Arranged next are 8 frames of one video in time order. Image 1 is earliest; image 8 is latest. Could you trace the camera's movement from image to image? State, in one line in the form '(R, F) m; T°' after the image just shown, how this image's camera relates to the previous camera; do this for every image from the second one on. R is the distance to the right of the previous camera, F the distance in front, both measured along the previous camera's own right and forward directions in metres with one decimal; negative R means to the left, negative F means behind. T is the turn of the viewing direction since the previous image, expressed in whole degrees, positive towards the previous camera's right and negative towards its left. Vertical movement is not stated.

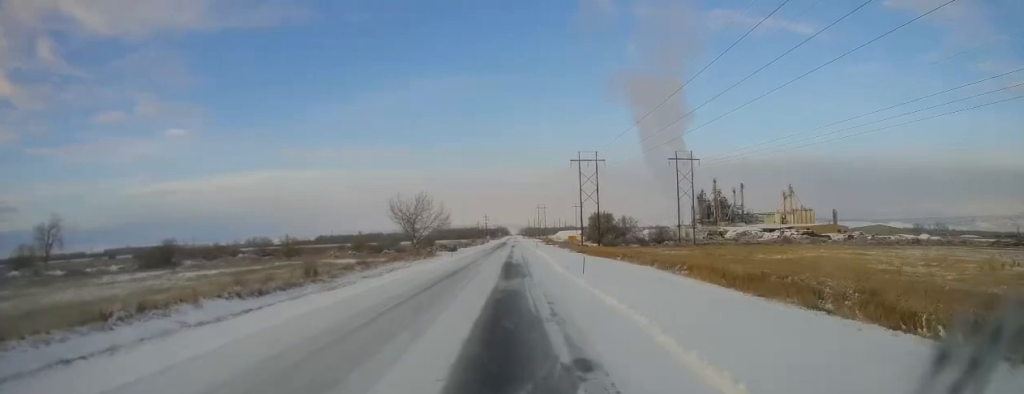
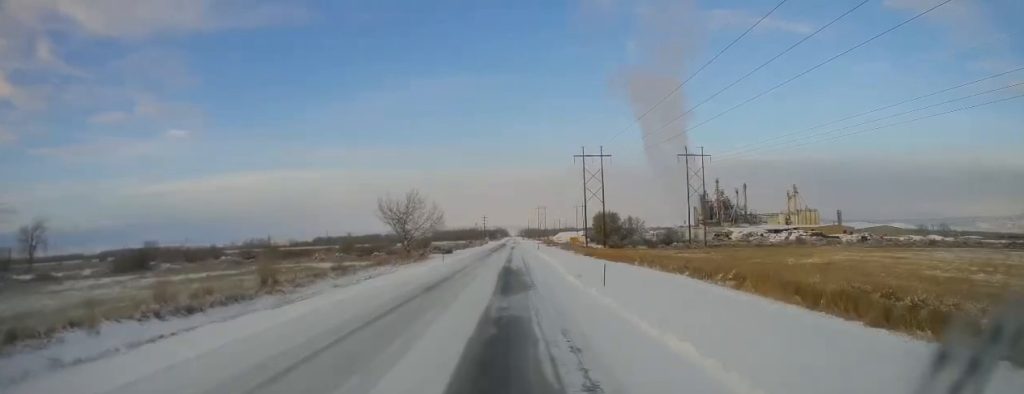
(-0.2, +9.3) m; 0°
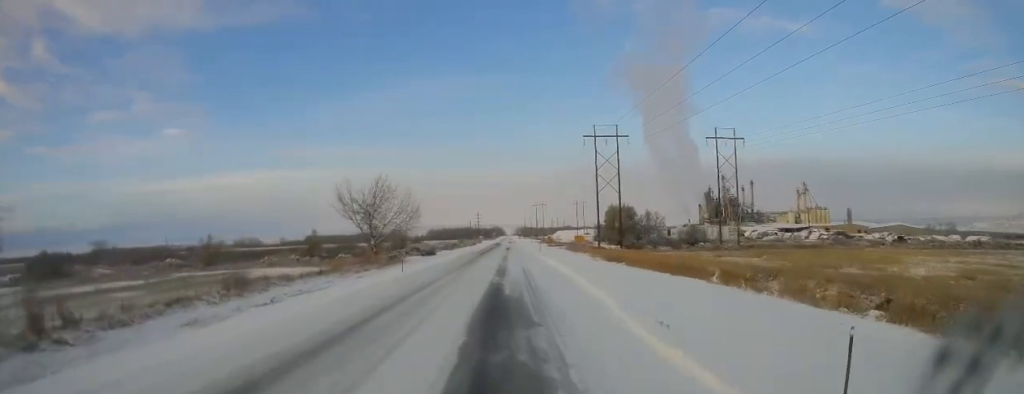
(+0.5, +22.9) m; +3°
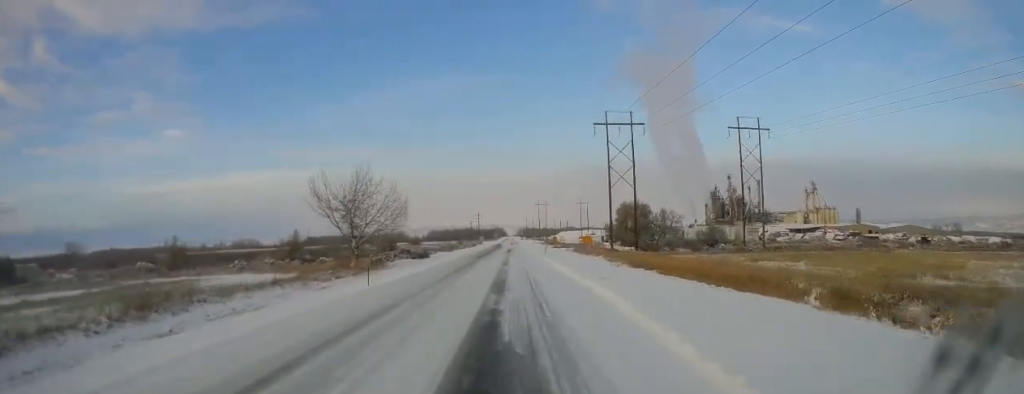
(+0.3, +11.2) m; 0°
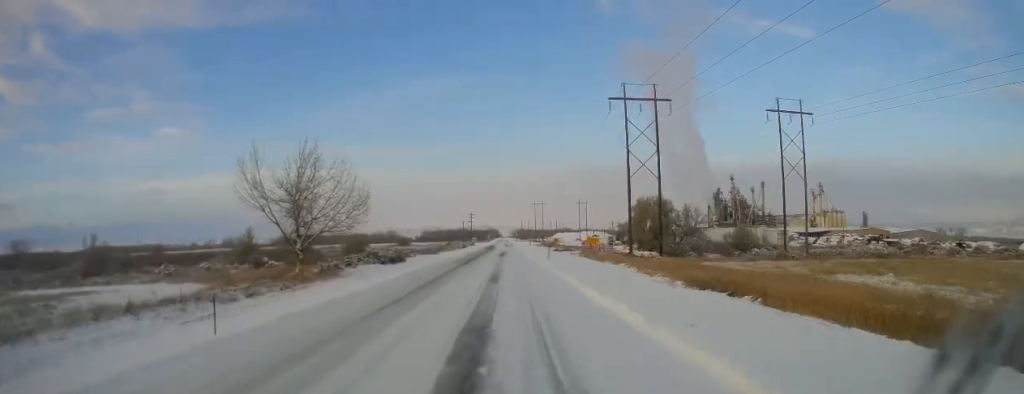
(-0.6, +17.9) m; -2°
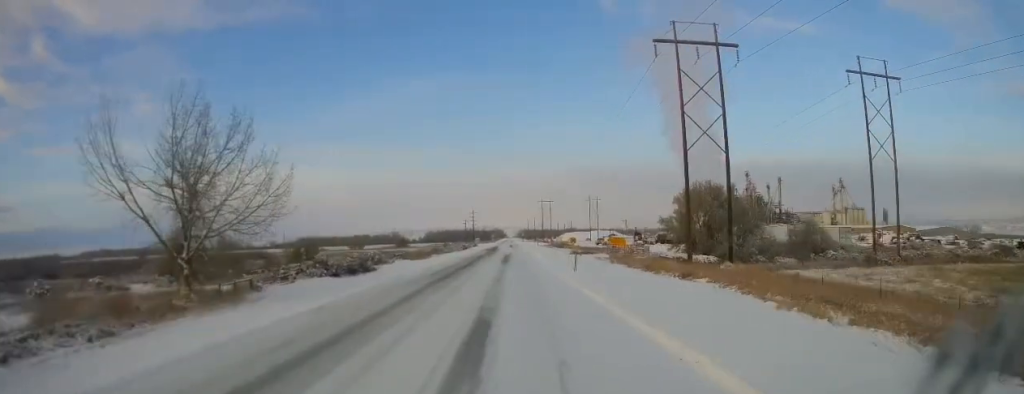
(0.0, +22.2) m; 0°
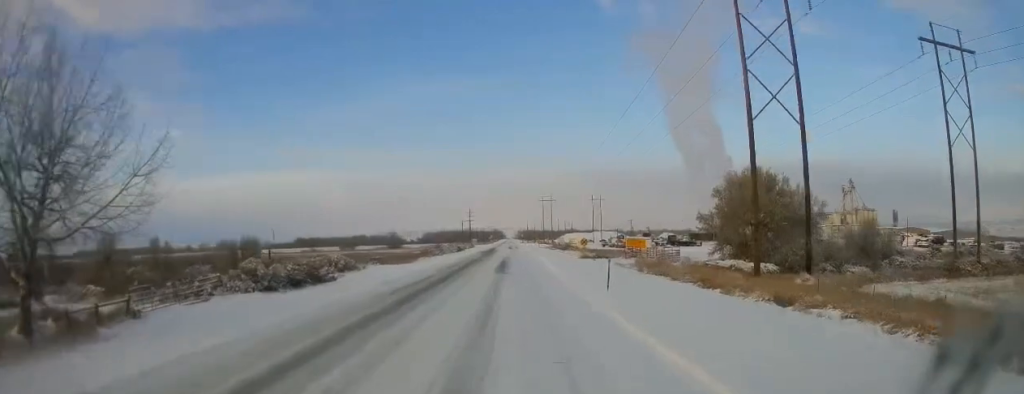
(0.0, +14.6) m; 0°
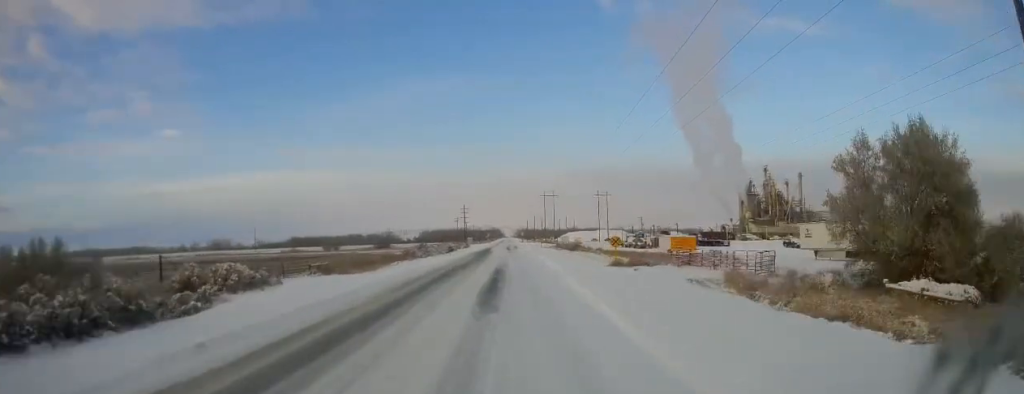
(0.0, +23.0) m; 0°
